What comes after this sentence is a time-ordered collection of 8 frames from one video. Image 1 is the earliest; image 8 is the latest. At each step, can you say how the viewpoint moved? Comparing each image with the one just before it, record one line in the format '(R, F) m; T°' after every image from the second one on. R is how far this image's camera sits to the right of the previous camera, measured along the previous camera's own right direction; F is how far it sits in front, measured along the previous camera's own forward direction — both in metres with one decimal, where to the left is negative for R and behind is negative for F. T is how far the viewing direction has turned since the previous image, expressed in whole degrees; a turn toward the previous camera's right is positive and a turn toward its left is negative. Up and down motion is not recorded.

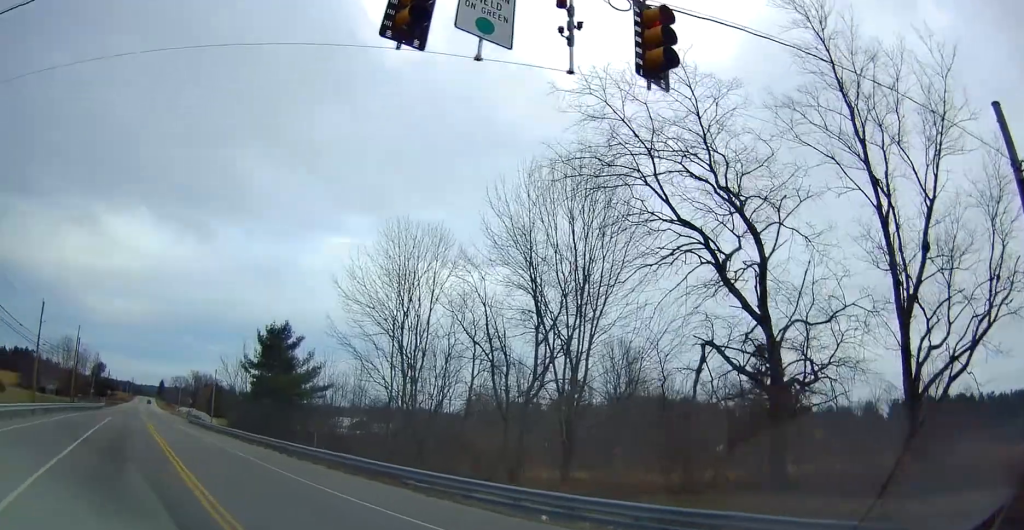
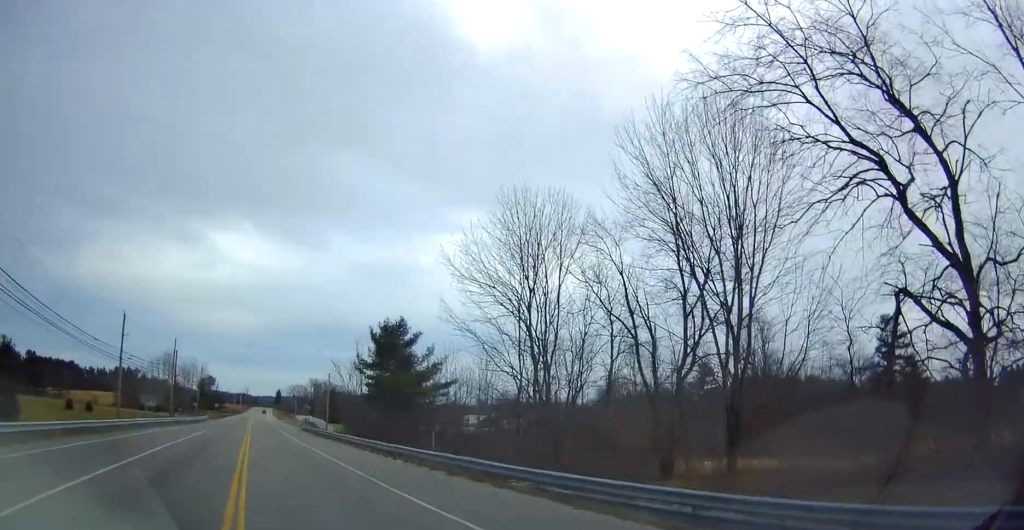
(-0.2, +4.0) m; -9°
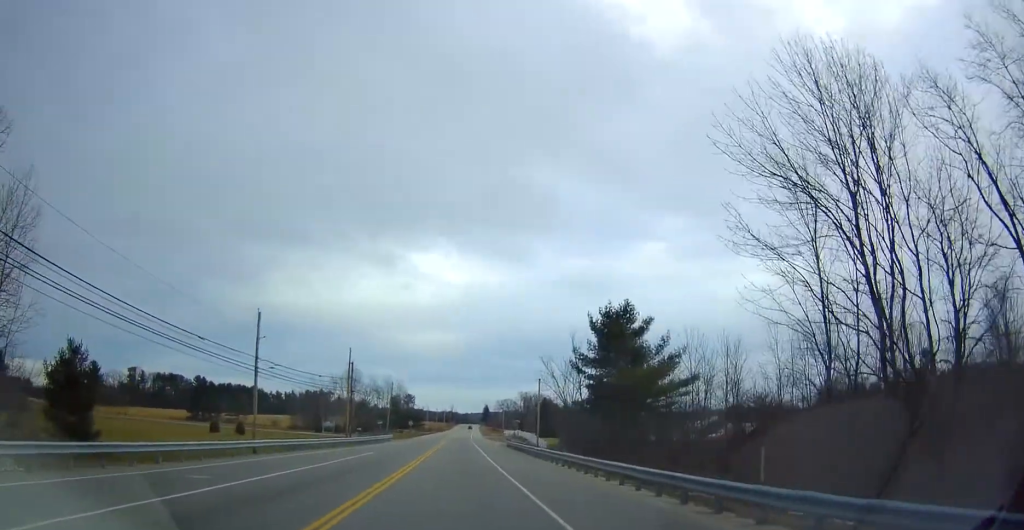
(-1.8, +12.3) m; -14°
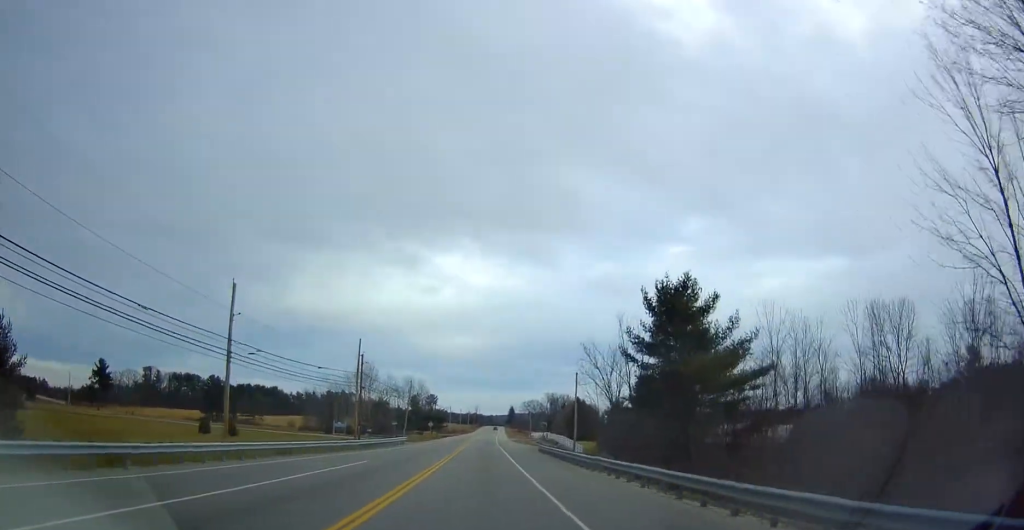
(-0.6, +8.9) m; -5°
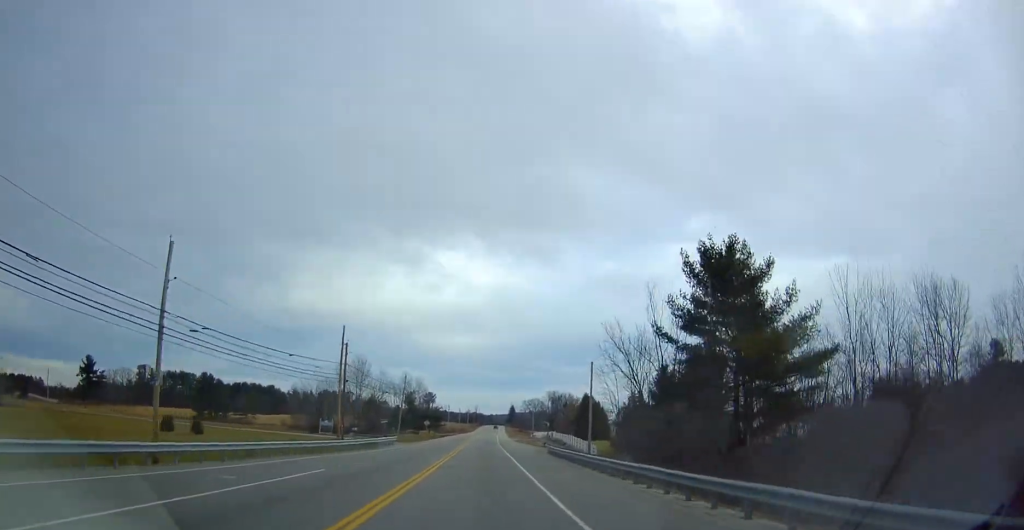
(-0.1, +8.2) m; -2°
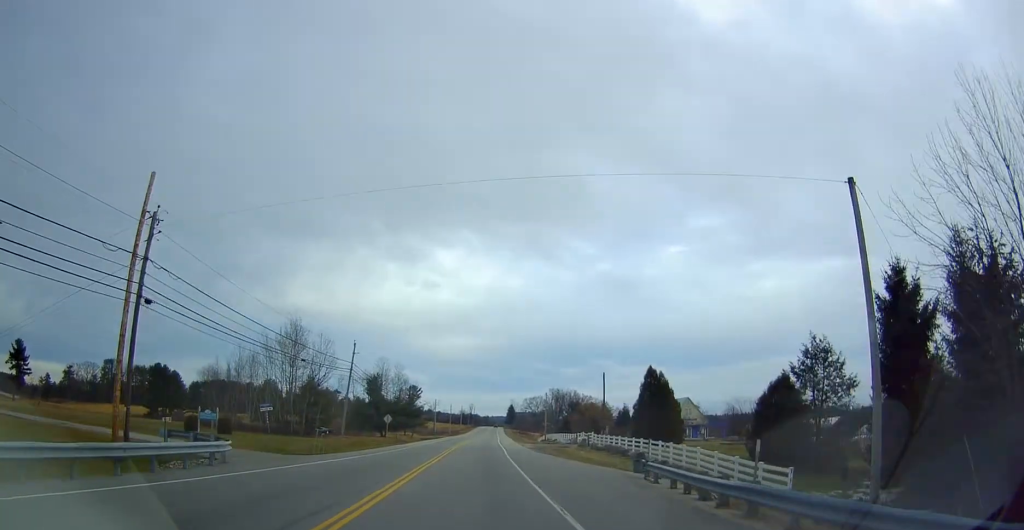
(+0.3, +37.5) m; +2°
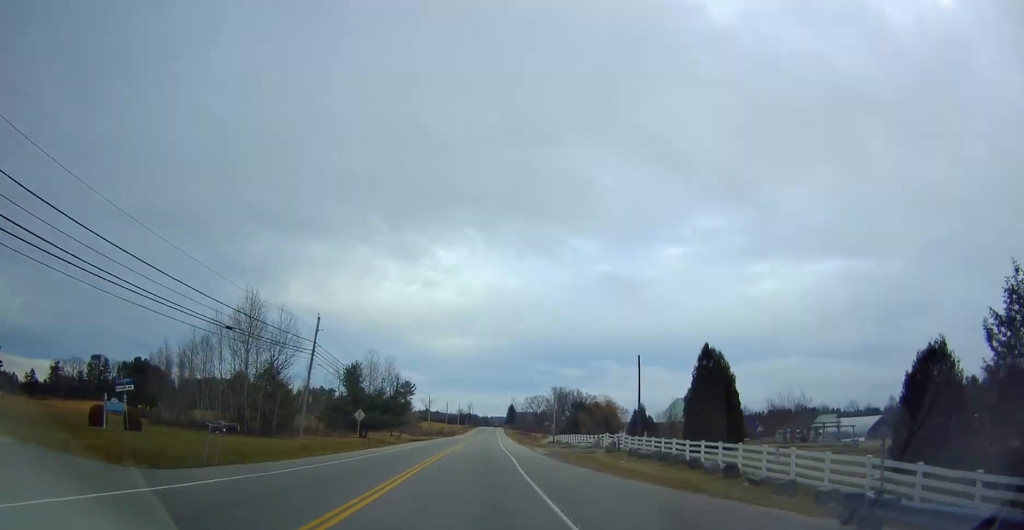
(-0.4, +14.3) m; 0°
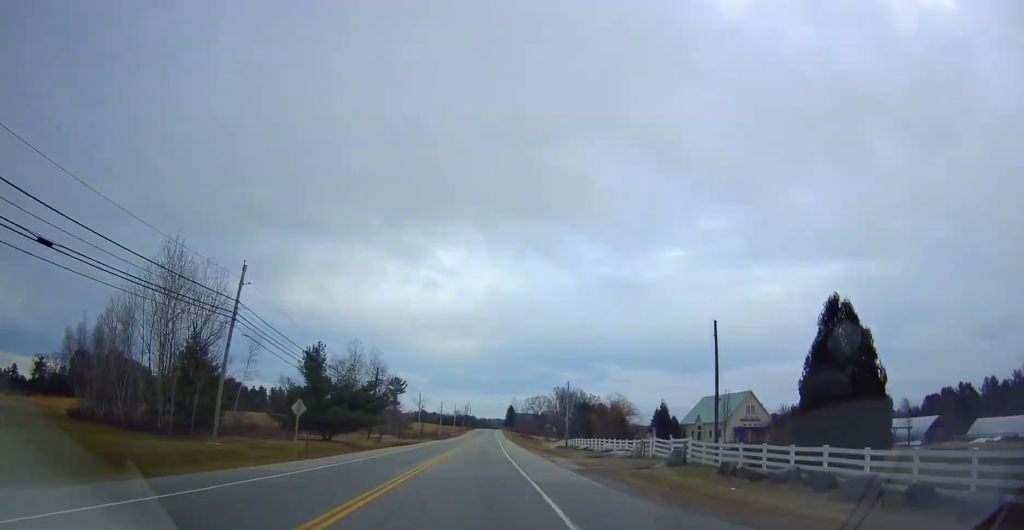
(+0.4, +16.5) m; +1°
